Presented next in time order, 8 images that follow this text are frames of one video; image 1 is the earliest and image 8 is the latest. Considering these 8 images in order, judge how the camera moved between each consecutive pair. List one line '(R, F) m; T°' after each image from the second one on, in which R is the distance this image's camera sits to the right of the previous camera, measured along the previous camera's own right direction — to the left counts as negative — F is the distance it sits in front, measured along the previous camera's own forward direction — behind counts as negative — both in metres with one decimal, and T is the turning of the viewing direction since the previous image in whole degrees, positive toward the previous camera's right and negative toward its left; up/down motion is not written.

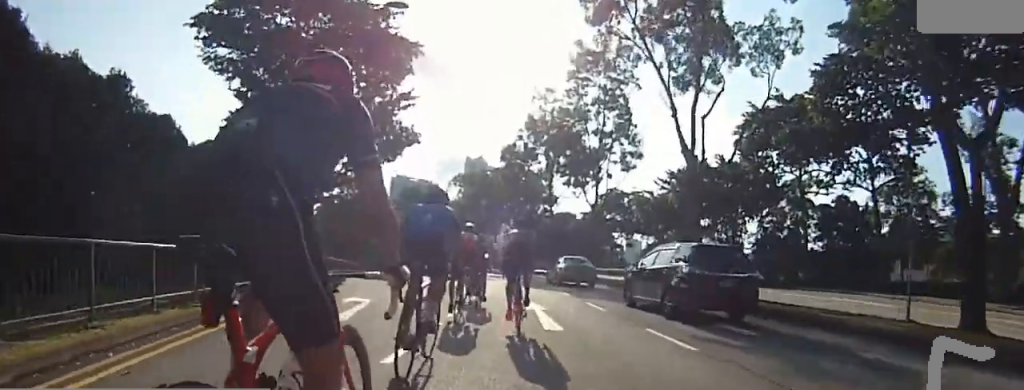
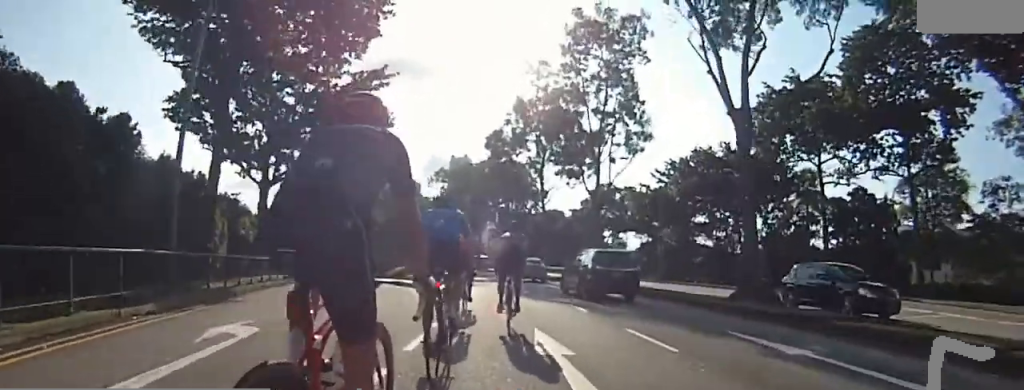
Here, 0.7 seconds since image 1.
(0.0, +5.0) m; 0°
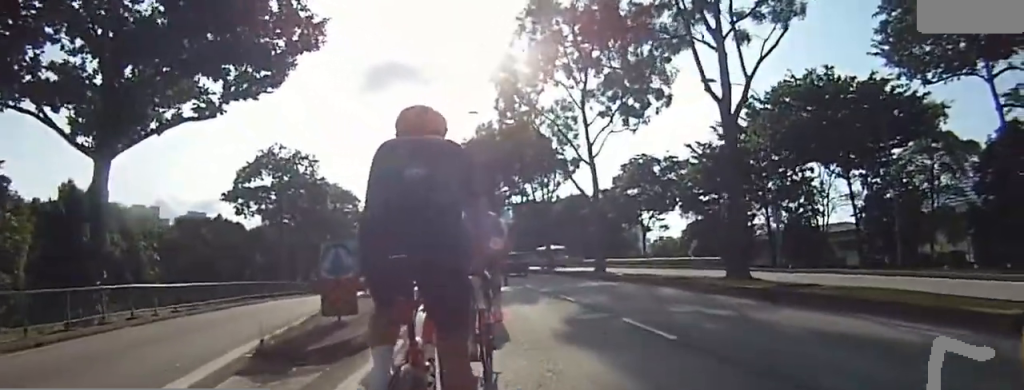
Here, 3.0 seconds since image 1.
(0.0, +15.2) m; +5°
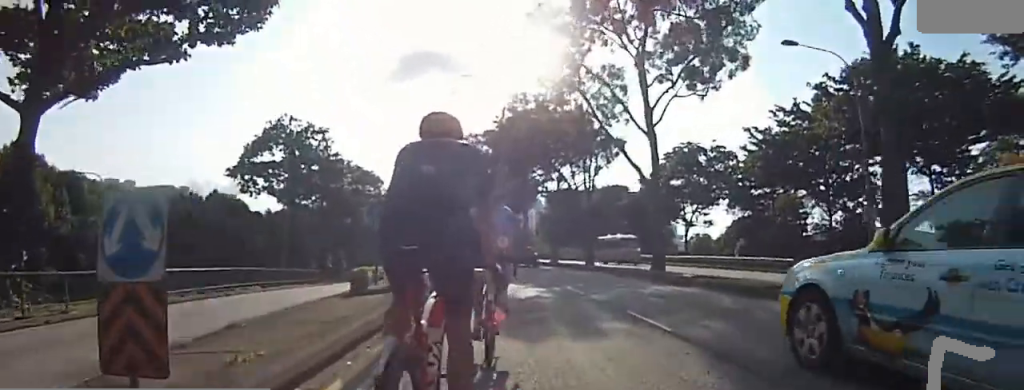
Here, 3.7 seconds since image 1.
(0.0, +4.9) m; +4°
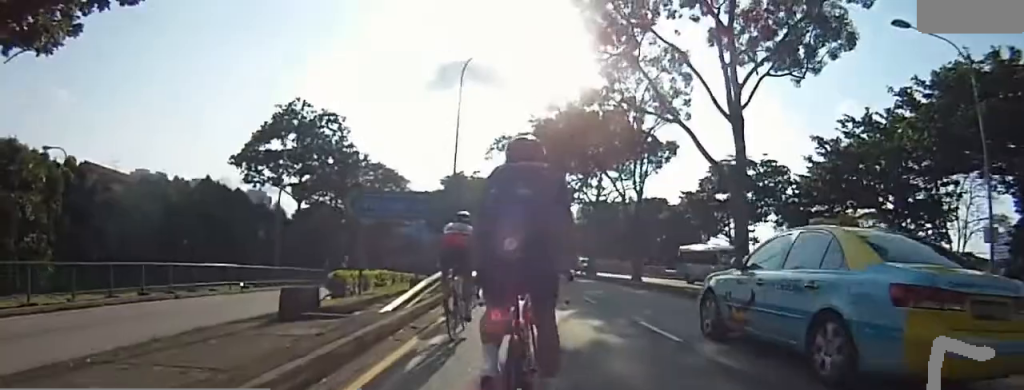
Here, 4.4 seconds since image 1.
(+1.0, +4.7) m; -7°
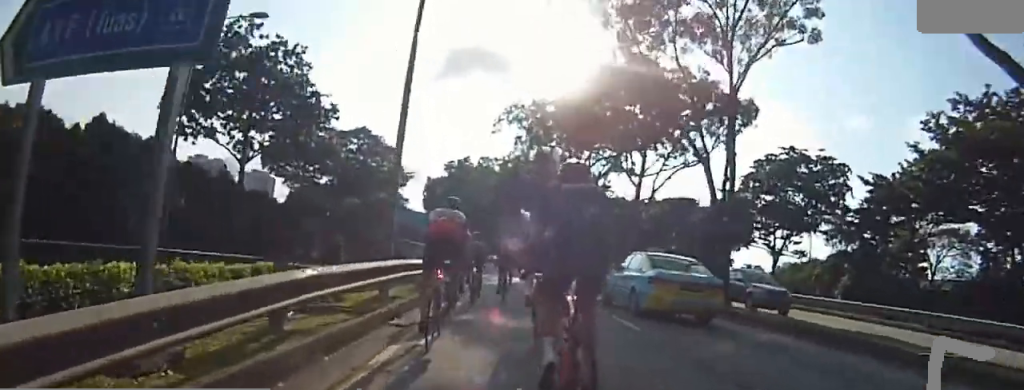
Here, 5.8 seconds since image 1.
(-2.4, +9.5) m; -10°
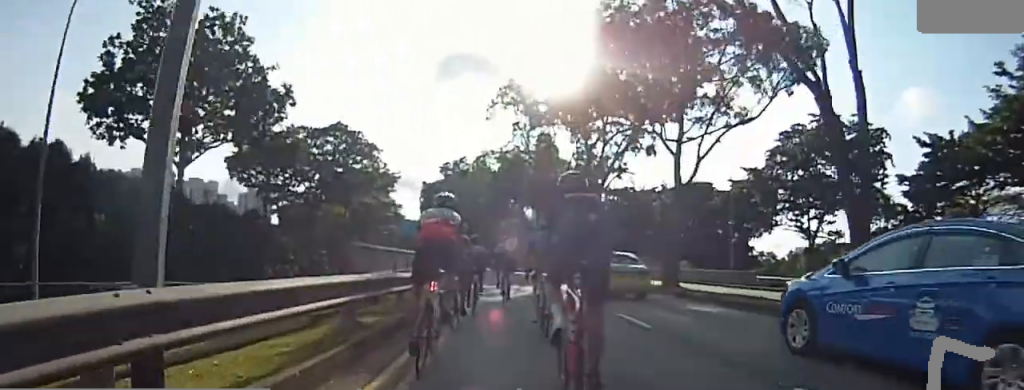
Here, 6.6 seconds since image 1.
(+0.7, +5.9) m; +6°
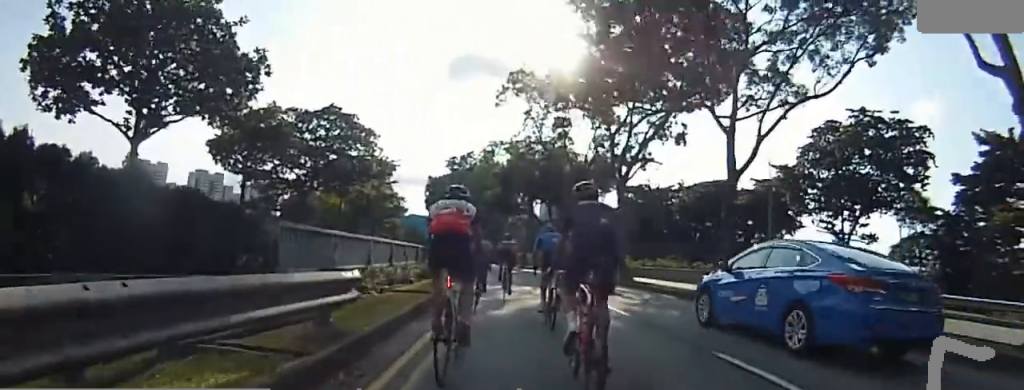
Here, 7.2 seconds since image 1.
(+0.1, +3.9) m; -4°
